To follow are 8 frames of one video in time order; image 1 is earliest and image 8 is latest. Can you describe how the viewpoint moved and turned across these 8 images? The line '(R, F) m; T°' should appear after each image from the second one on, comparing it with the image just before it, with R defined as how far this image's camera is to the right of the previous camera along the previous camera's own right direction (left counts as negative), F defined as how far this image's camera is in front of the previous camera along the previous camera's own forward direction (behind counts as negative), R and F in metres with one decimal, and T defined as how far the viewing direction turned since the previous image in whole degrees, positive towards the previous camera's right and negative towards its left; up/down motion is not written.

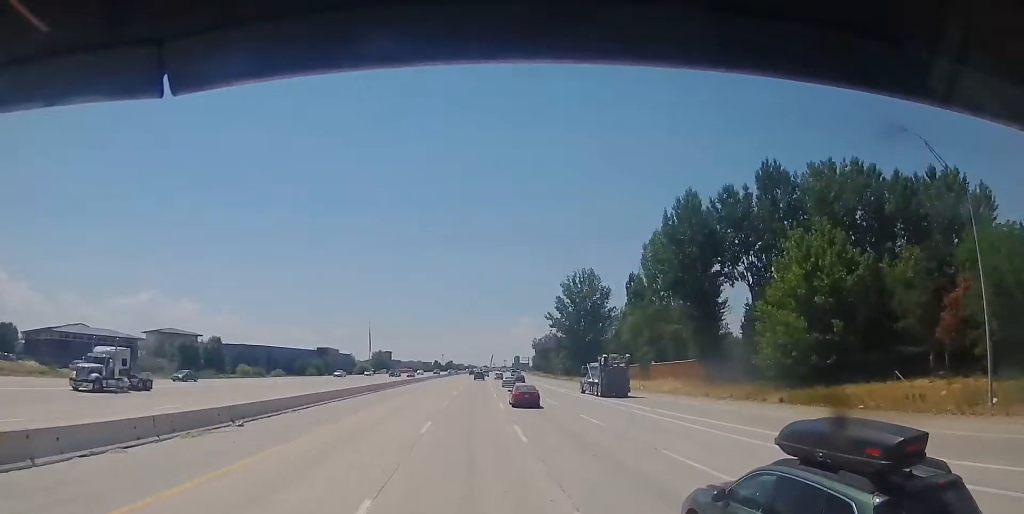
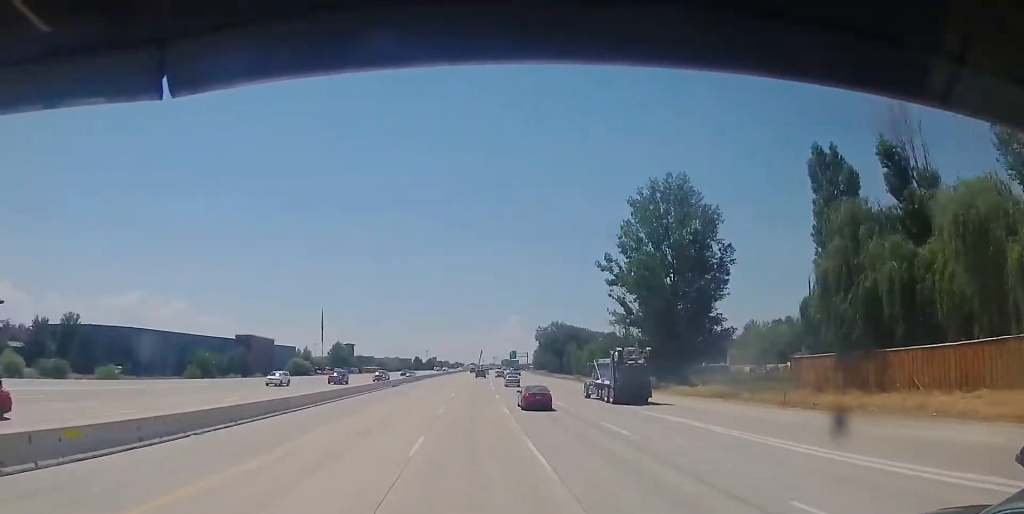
(+2.5, +67.2) m; +5°
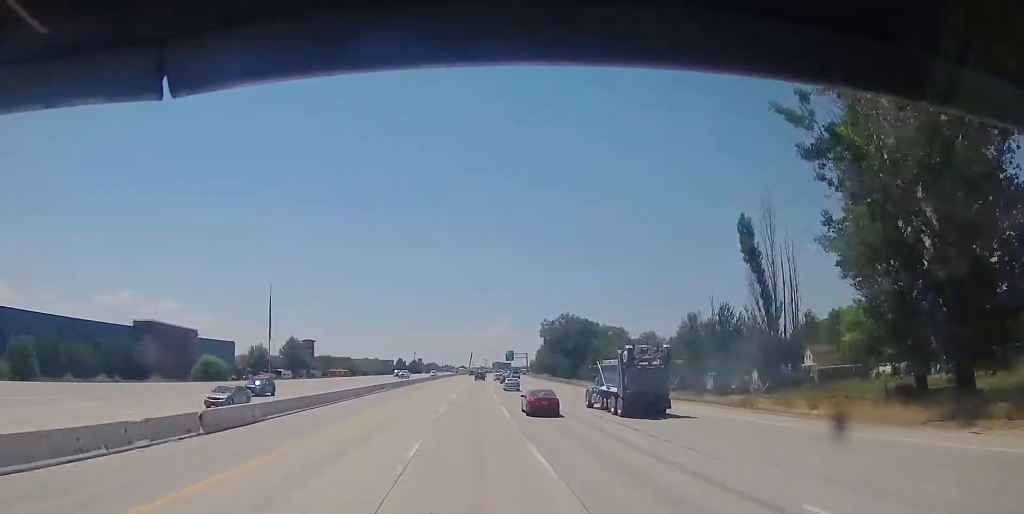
(+0.6, +45.4) m; +1°
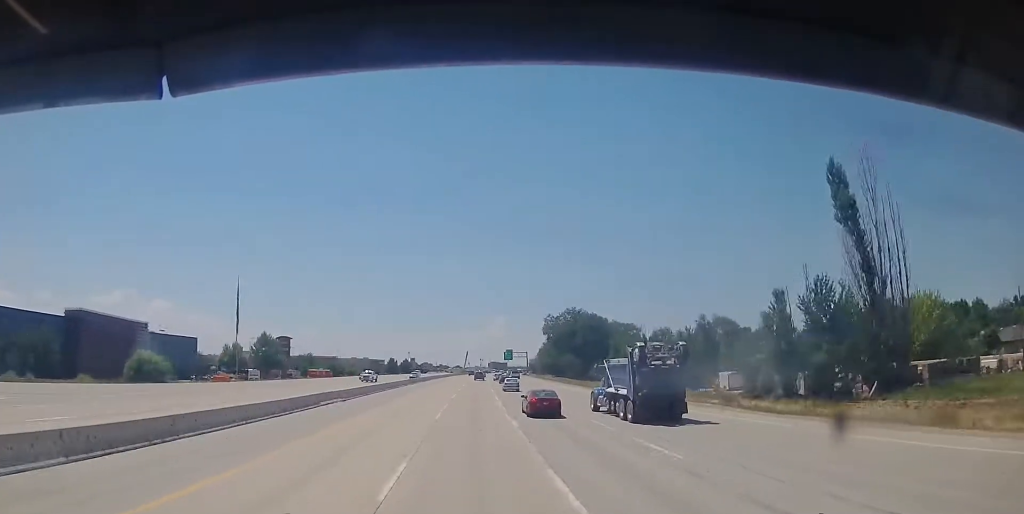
(+0.2, +20.0) m; 0°
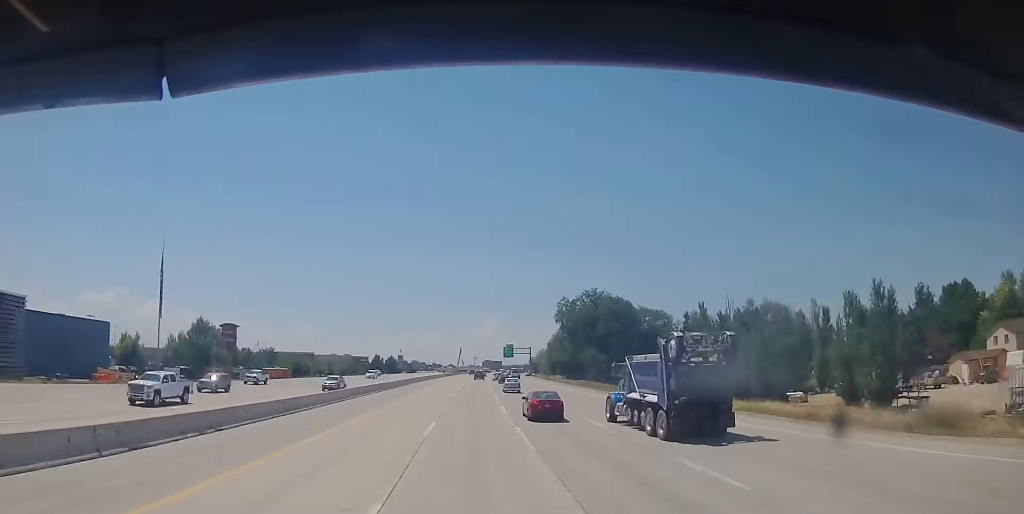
(+0.1, +34.7) m; 0°
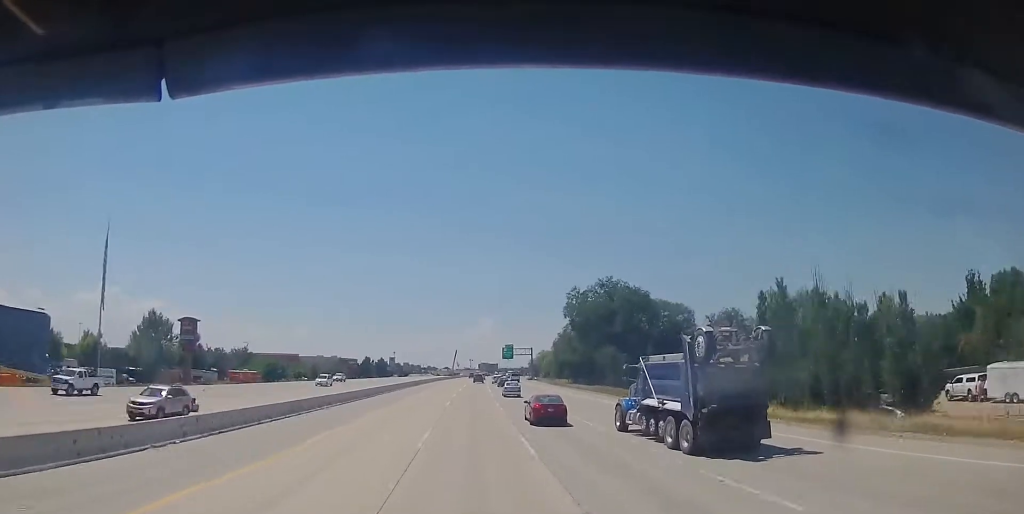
(+0.1, +17.8) m; +1°
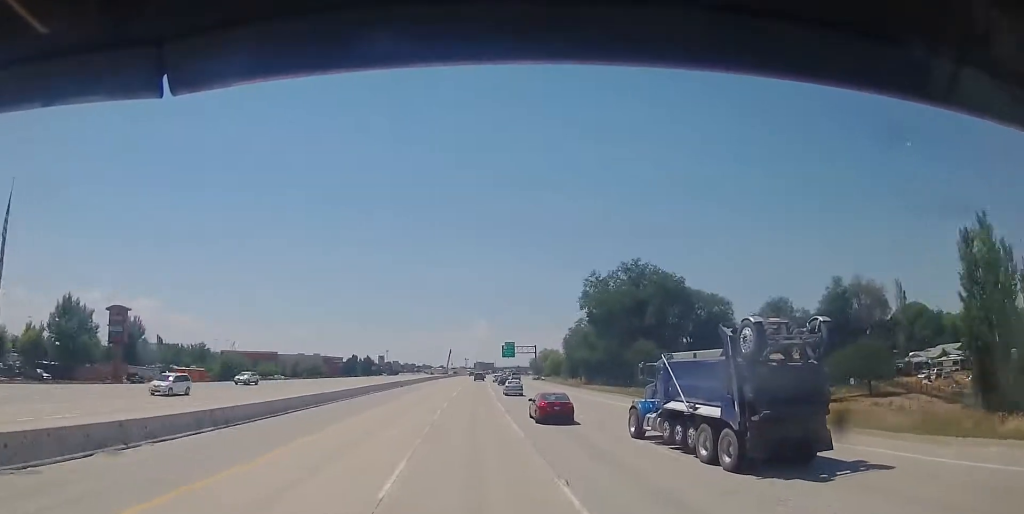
(+0.1, +23.0) m; +1°
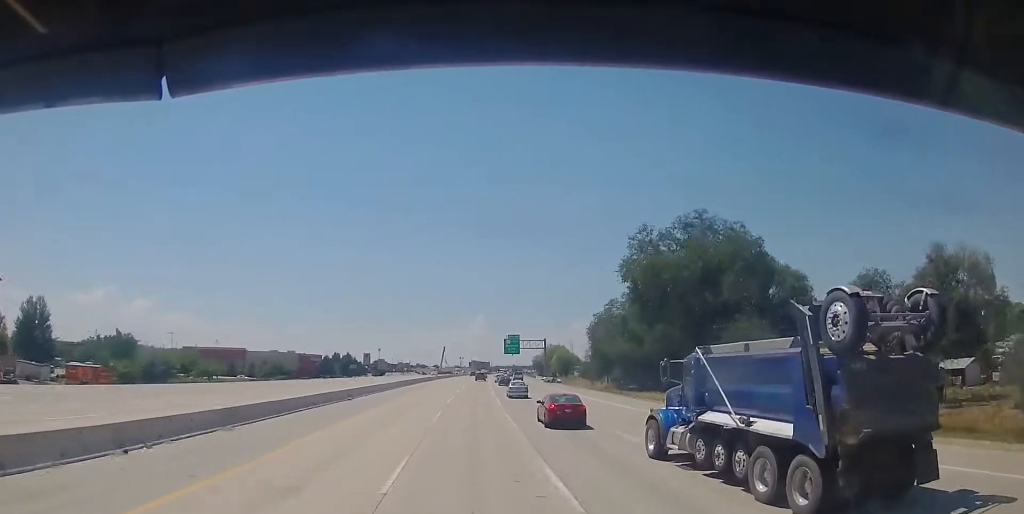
(+0.5, +29.2) m; 0°
